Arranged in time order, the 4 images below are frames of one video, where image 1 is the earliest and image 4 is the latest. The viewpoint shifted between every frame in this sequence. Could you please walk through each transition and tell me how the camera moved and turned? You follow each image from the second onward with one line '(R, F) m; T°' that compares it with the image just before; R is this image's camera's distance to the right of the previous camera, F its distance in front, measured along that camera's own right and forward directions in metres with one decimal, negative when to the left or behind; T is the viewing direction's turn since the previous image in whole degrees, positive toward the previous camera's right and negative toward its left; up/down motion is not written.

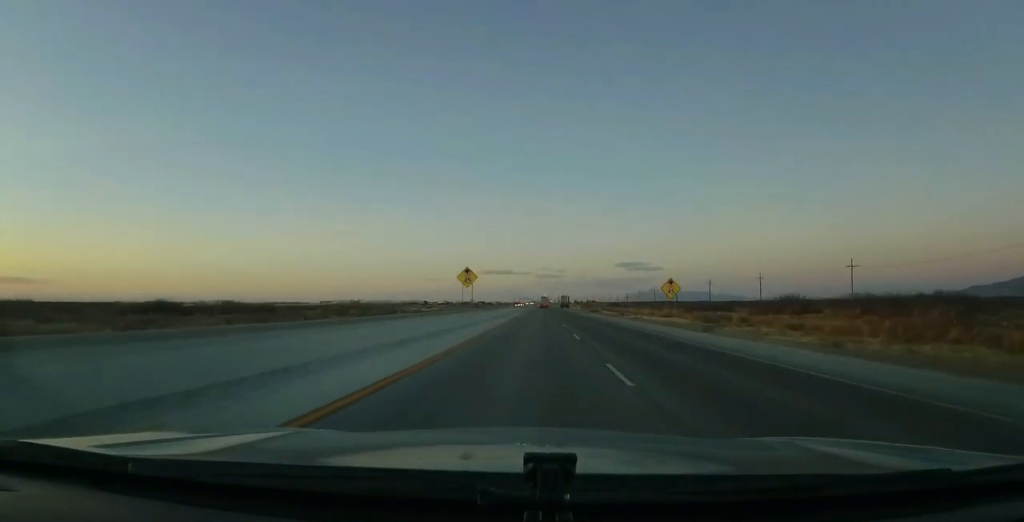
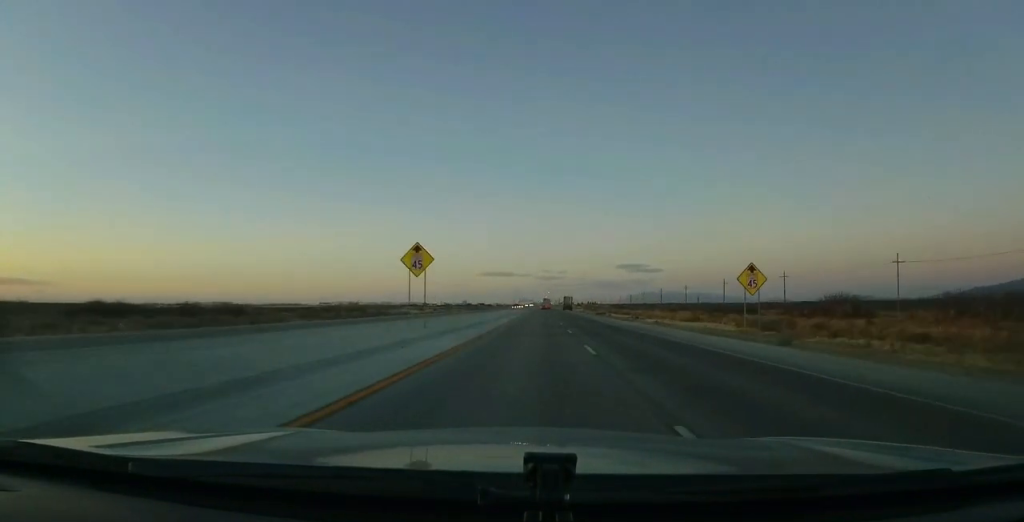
(+0.1, +18.5) m; -1°
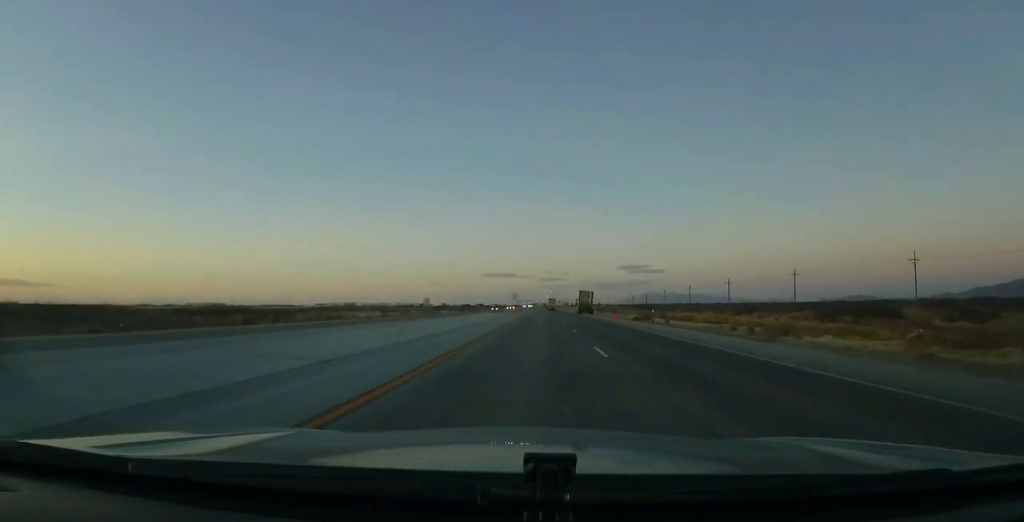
(+1.1, +62.5) m; +2°
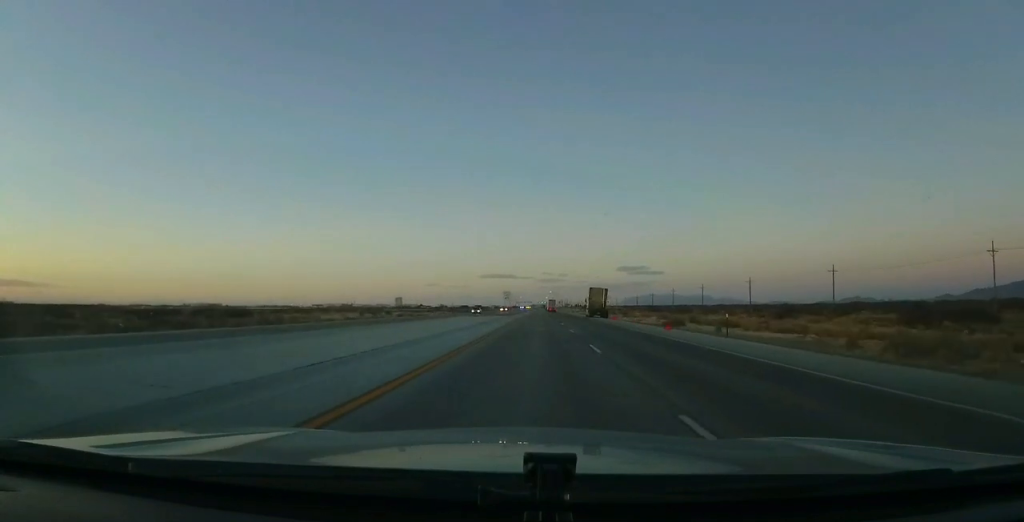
(-0.2, +22.9) m; 0°
